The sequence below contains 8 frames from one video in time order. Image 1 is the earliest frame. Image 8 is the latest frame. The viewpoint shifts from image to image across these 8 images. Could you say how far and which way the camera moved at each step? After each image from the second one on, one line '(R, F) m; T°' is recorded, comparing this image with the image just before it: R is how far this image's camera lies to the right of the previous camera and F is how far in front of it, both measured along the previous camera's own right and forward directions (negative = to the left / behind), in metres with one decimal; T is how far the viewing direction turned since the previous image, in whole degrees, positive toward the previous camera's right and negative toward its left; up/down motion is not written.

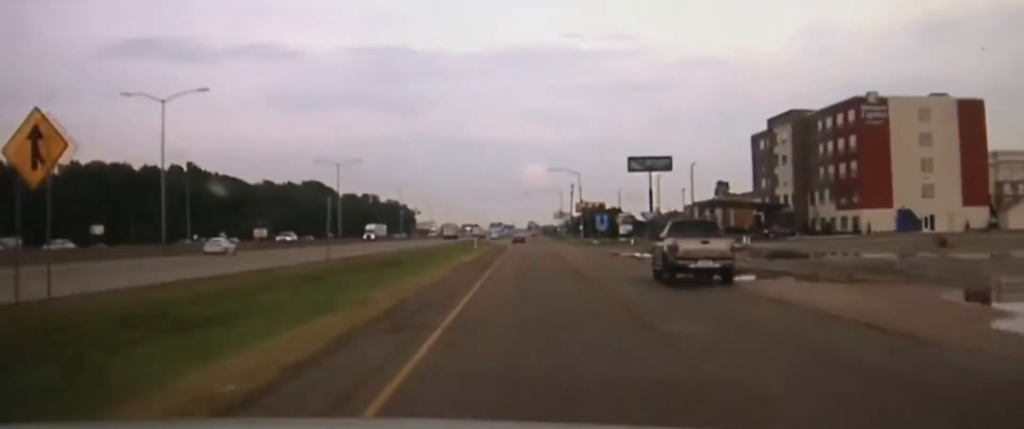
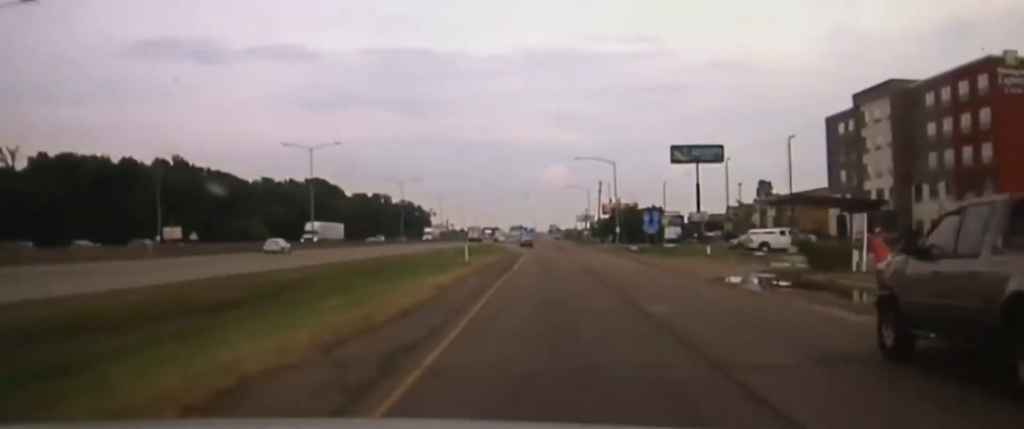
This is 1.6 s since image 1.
(0.0, +32.6) m; -1°
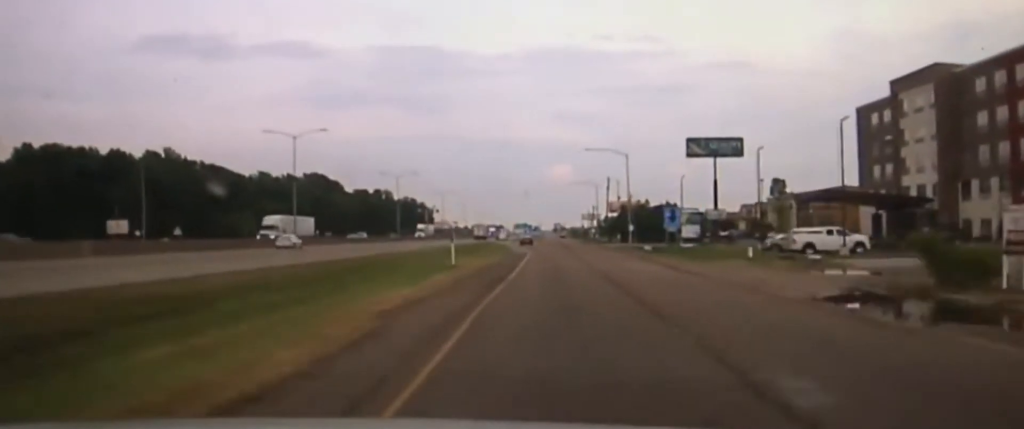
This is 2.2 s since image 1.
(0.0, +11.6) m; 0°
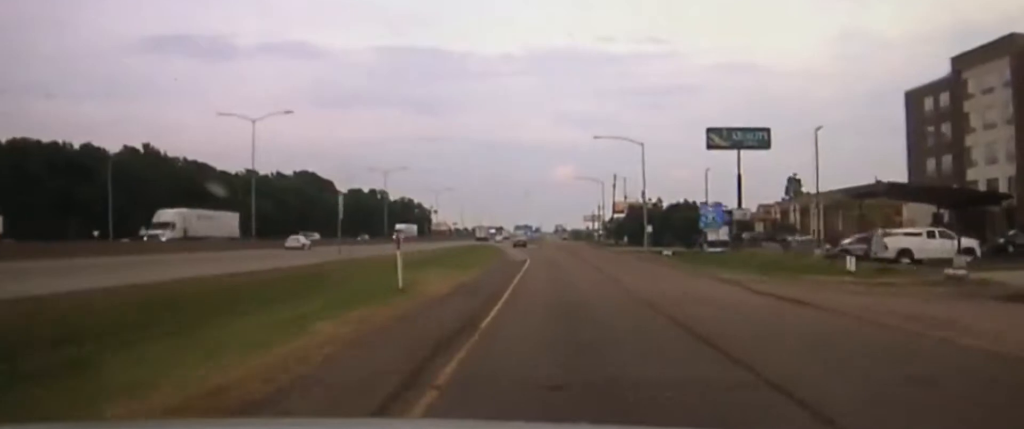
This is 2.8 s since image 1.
(-0.2, +16.5) m; 0°
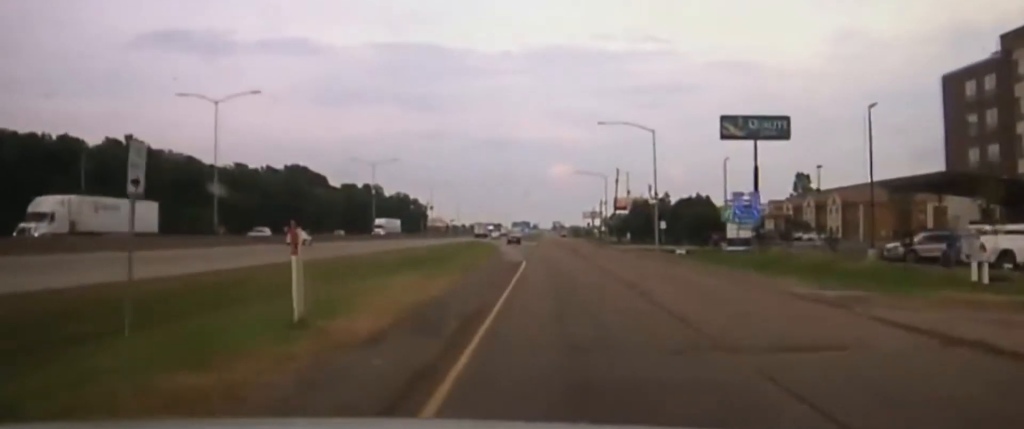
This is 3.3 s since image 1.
(+0.1, +11.6) m; 0°
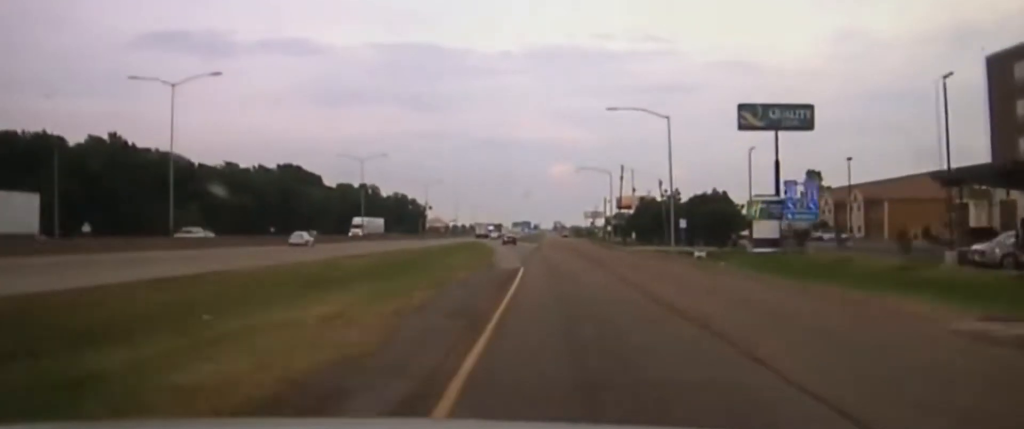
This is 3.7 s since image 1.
(+0.2, +11.0) m; -1°
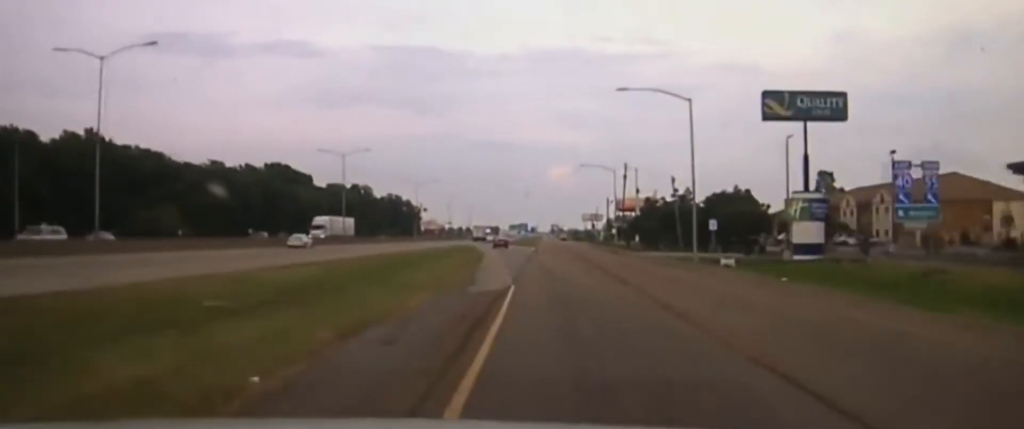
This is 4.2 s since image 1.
(0.0, +12.1) m; 0°
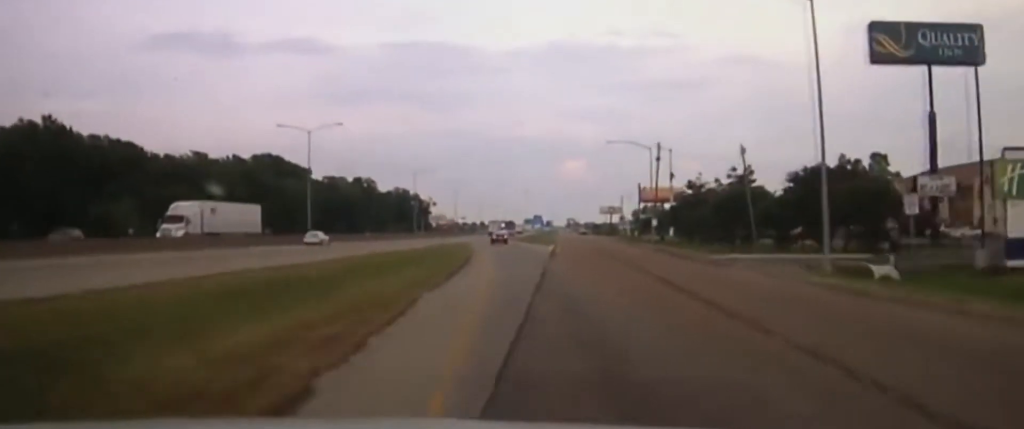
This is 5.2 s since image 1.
(-0.6, +28.0) m; -1°
